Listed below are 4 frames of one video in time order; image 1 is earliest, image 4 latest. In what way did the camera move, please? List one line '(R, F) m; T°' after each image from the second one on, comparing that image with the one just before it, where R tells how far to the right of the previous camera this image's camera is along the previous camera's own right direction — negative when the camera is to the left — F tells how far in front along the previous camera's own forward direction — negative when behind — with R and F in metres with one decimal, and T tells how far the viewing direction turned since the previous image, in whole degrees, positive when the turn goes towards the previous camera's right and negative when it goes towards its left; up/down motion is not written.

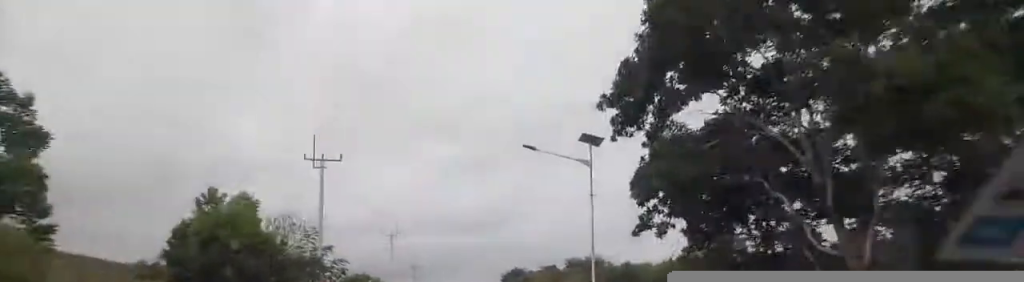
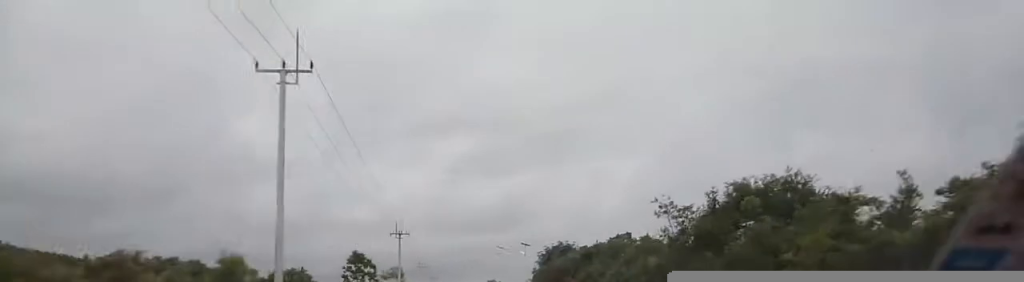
(-0.6, +54.5) m; -2°
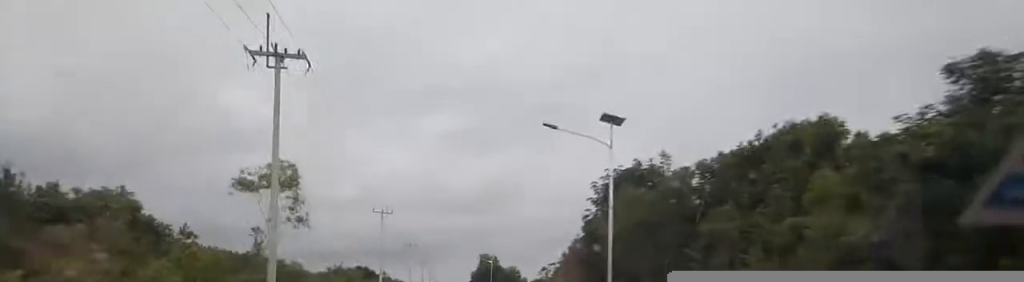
(-0.9, +48.8) m; 0°
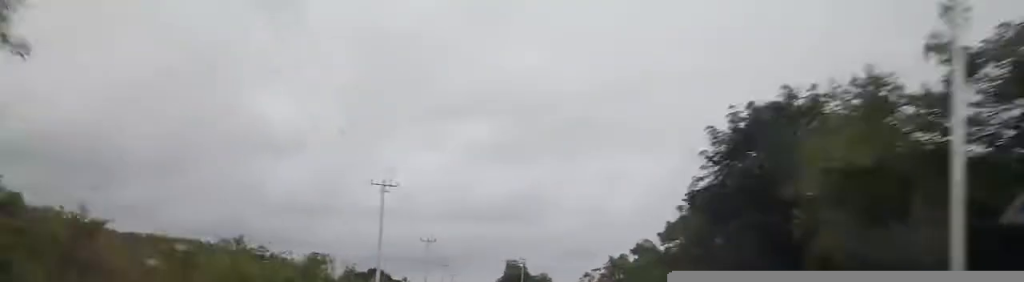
(+0.2, +20.8) m; 0°
